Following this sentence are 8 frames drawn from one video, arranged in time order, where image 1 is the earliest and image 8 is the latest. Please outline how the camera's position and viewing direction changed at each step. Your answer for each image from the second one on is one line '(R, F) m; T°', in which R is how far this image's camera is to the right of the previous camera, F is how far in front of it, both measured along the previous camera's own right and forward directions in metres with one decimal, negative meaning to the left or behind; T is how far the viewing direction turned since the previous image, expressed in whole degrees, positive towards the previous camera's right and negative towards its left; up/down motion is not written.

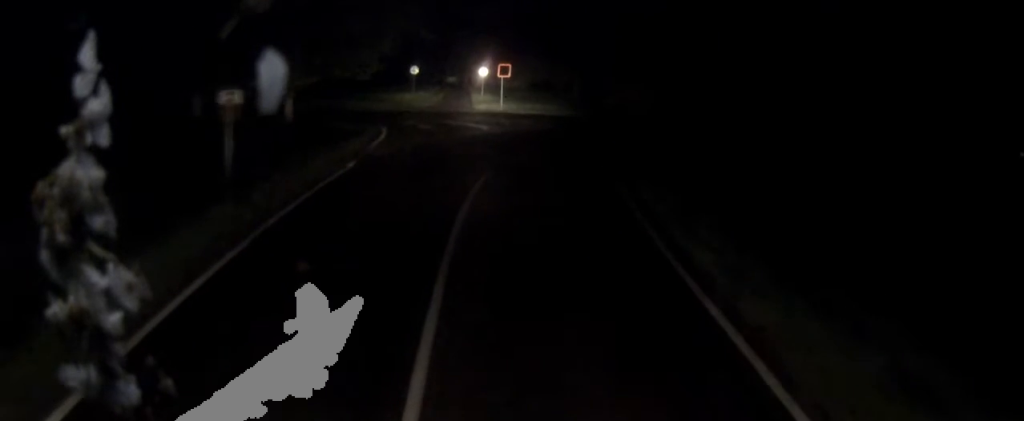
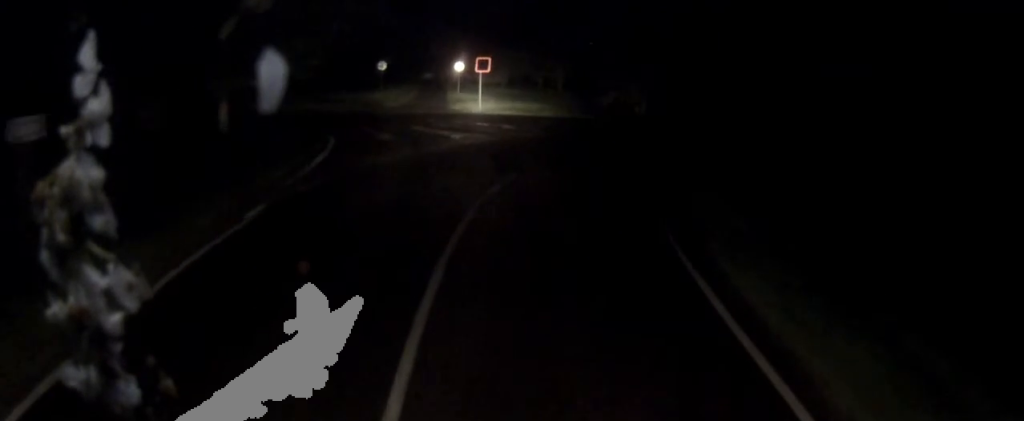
(+0.3, +7.1) m; +5°
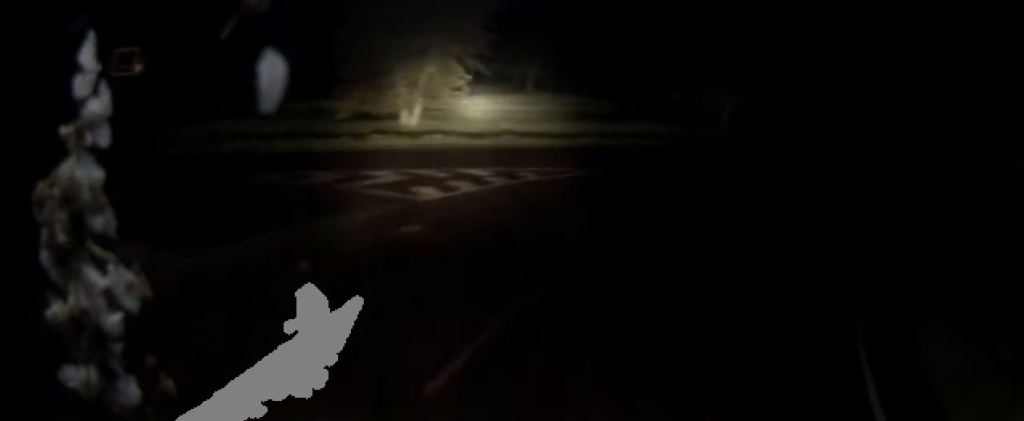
(+5.2, +22.1) m; +34°
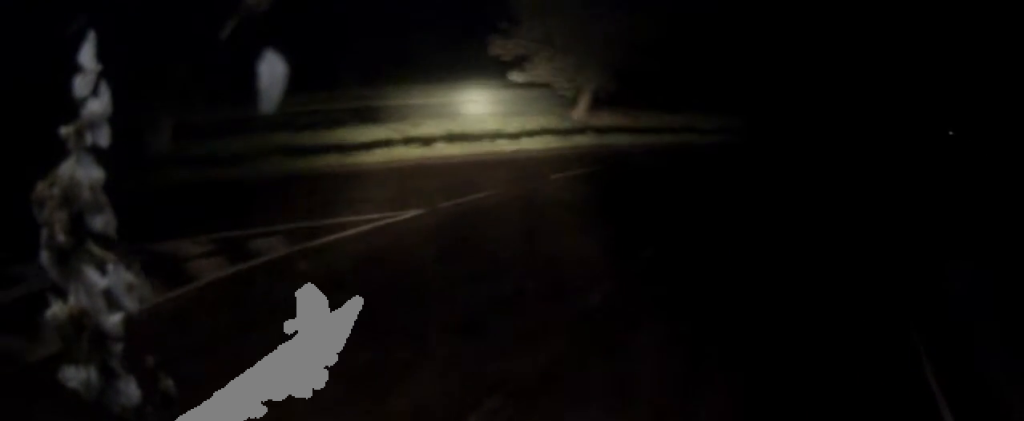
(+1.1, +8.1) m; +17°
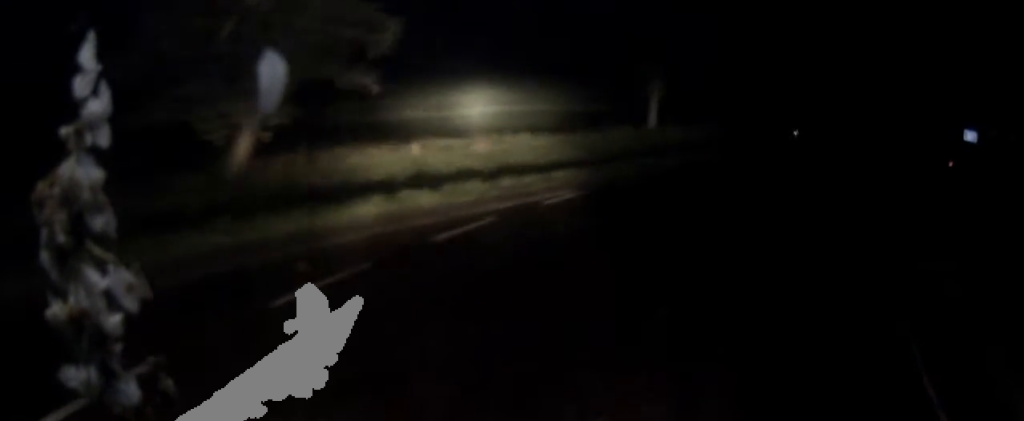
(+2.1, +10.3) m; +16°
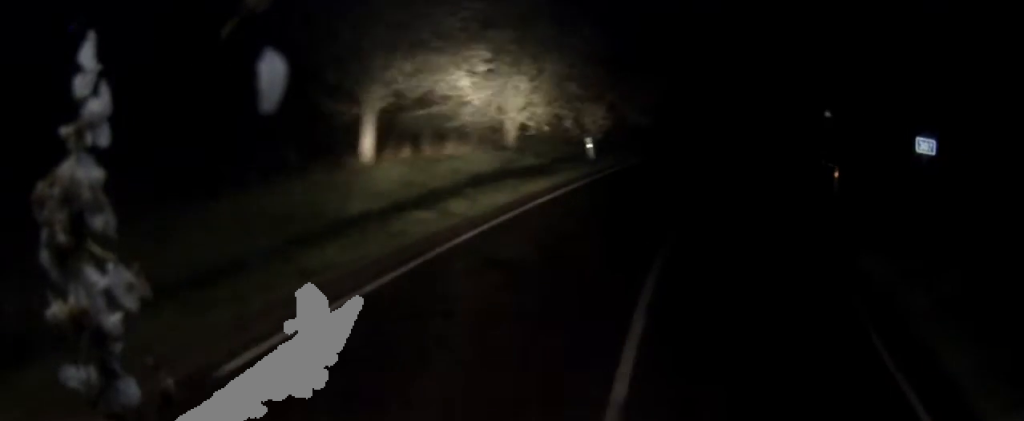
(+0.7, +9.7) m; +7°
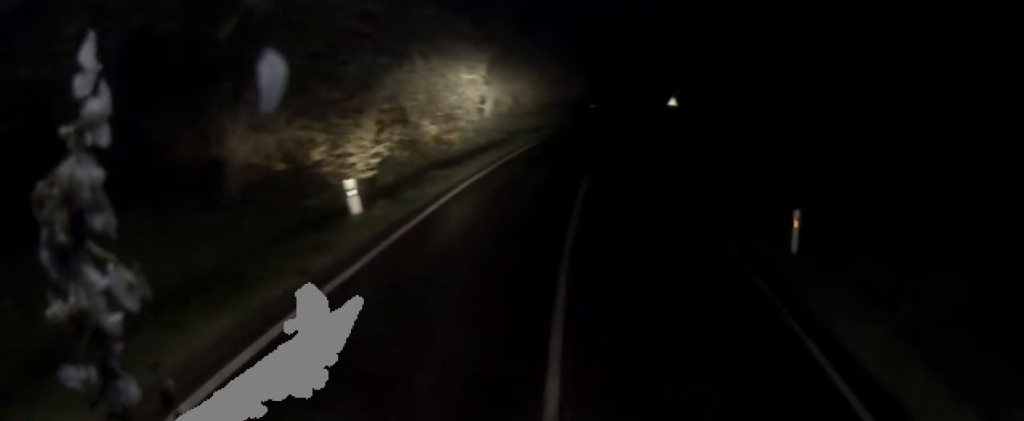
(+0.4, +9.2) m; +4°
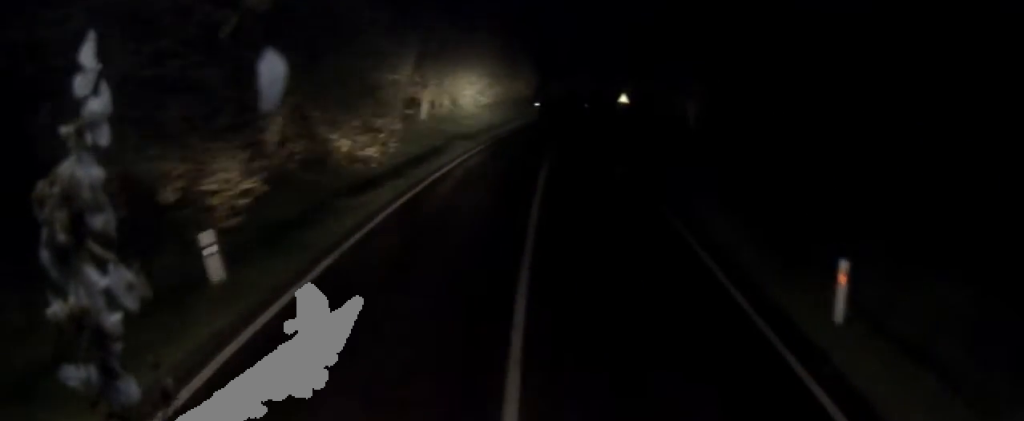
(+0.1, +3.9) m; +1°
